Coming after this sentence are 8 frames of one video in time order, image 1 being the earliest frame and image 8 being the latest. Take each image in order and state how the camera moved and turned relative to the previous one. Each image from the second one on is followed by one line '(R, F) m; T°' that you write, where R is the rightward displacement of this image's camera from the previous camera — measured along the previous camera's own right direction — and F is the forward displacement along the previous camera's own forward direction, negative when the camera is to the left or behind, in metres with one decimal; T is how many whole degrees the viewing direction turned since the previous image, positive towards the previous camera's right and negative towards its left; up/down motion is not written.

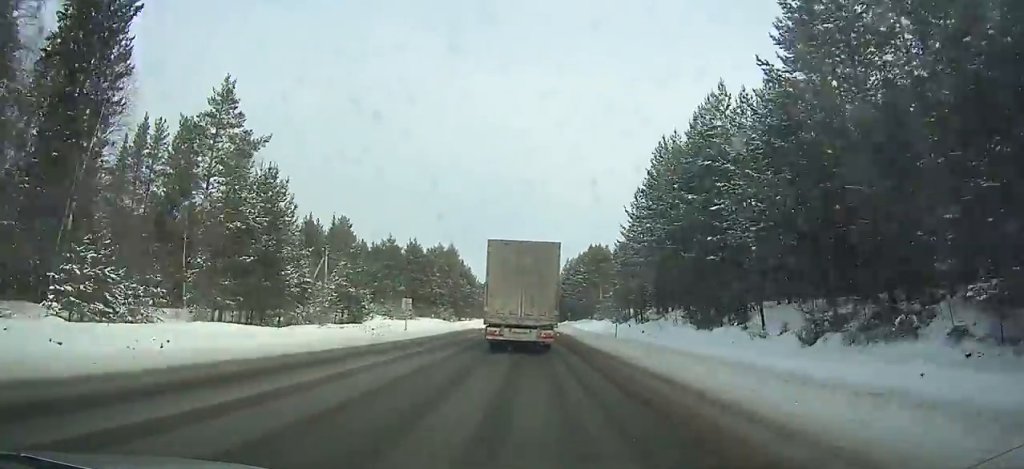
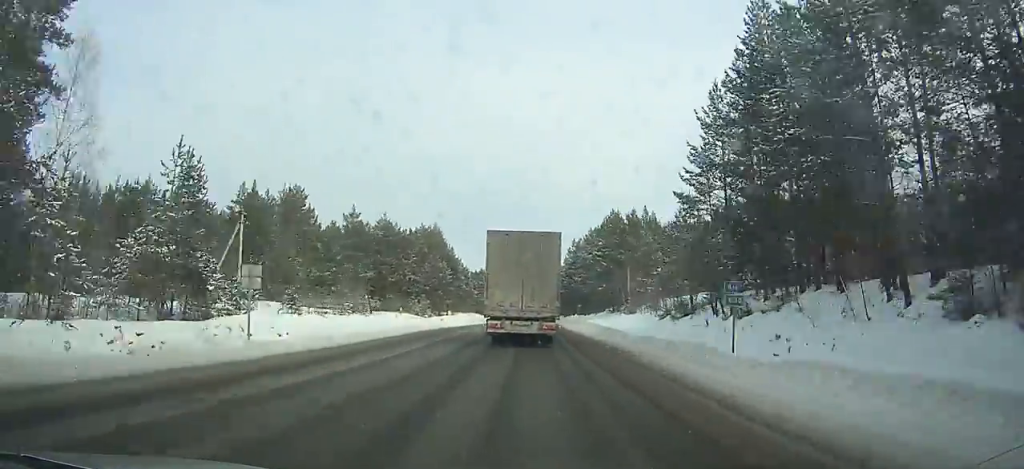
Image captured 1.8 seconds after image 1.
(-0.1, +24.5) m; 0°
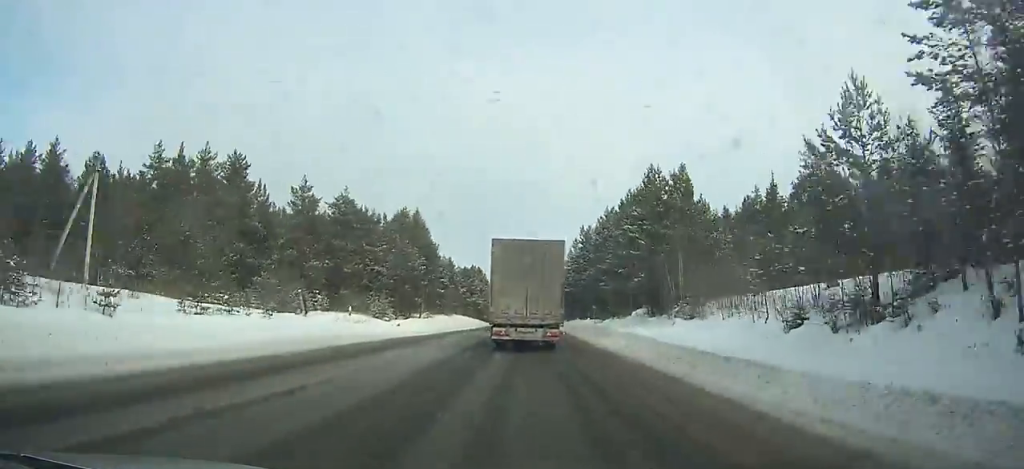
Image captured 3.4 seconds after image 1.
(0.0, +22.0) m; 0°
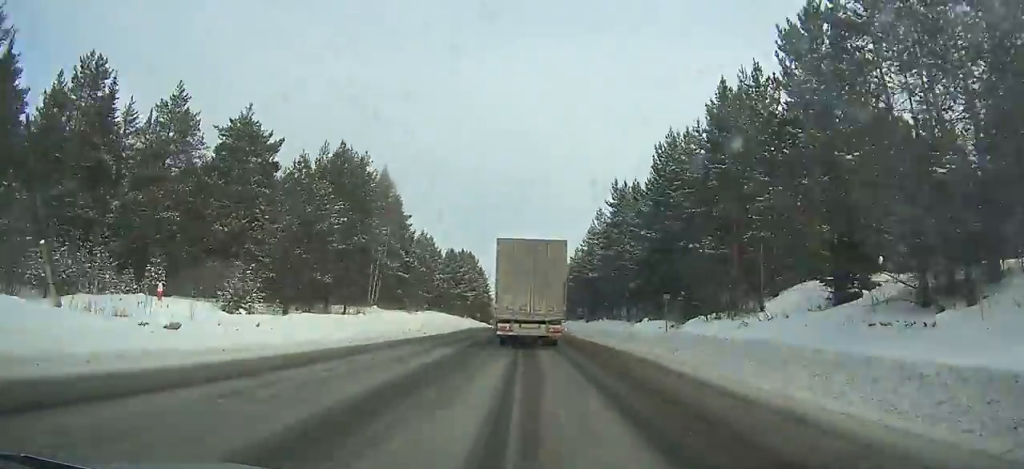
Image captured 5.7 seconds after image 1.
(+0.1, +31.9) m; 0°
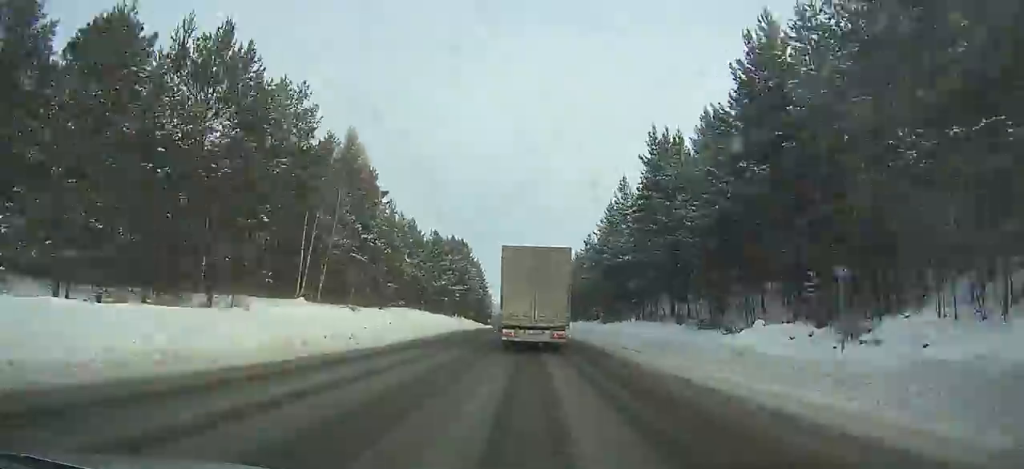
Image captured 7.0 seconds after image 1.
(-0.1, +18.6) m; 0°
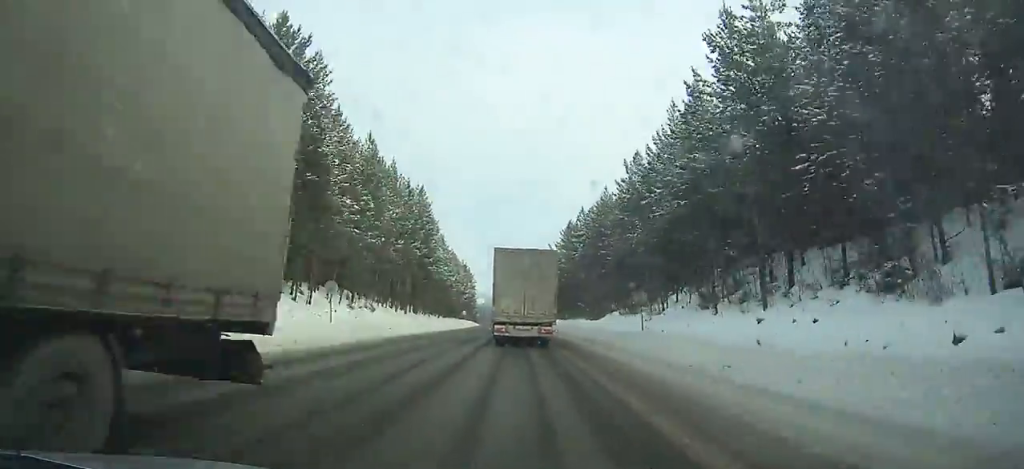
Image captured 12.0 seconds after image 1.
(-0.6, +73.6) m; -1°
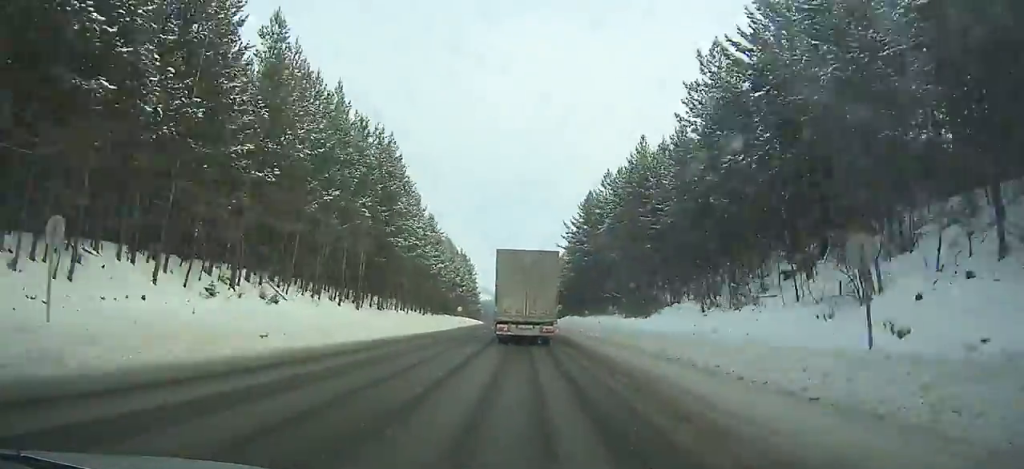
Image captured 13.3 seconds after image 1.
(-0.1, +20.1) m; -1°
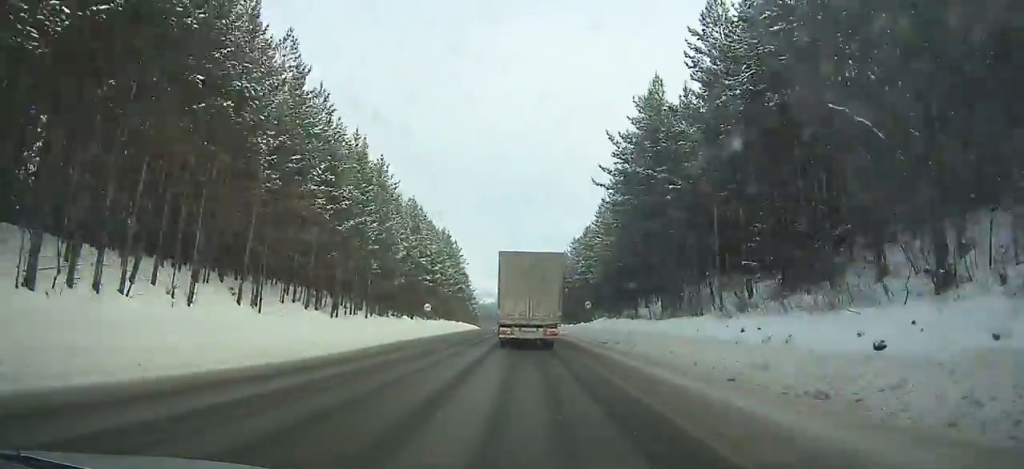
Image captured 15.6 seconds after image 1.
(-0.2, +36.1) m; -1°
